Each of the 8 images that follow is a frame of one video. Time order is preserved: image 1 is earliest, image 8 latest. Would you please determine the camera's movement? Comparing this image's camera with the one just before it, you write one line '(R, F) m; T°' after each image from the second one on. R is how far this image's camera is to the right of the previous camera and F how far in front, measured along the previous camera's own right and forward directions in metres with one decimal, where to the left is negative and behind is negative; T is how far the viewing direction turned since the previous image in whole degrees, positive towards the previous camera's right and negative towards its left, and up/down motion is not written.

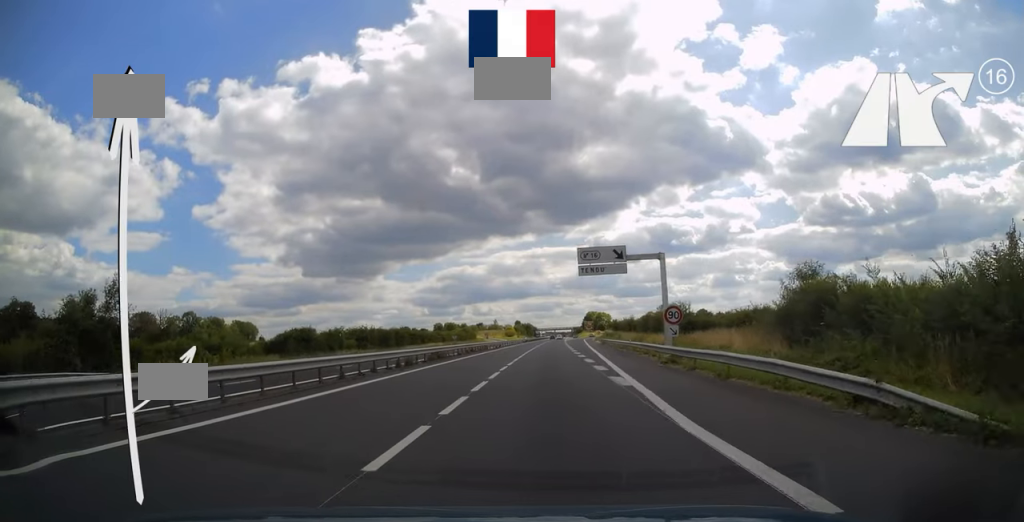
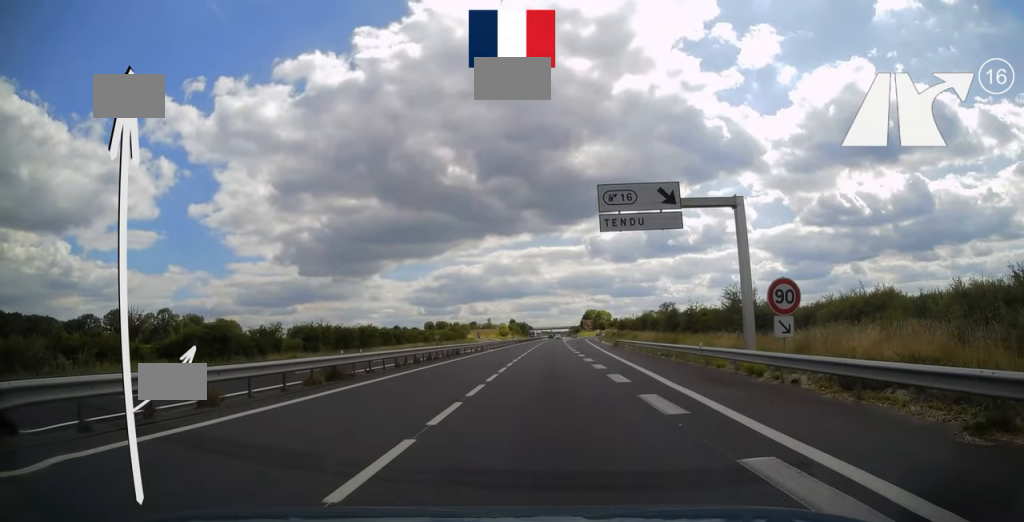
(0.0, +18.6) m; 0°
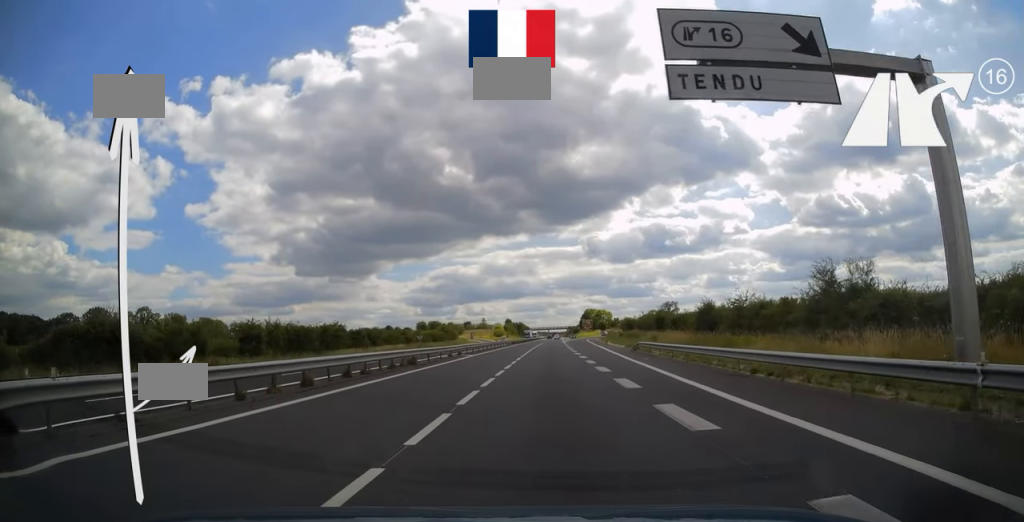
(0.0, +14.6) m; 0°
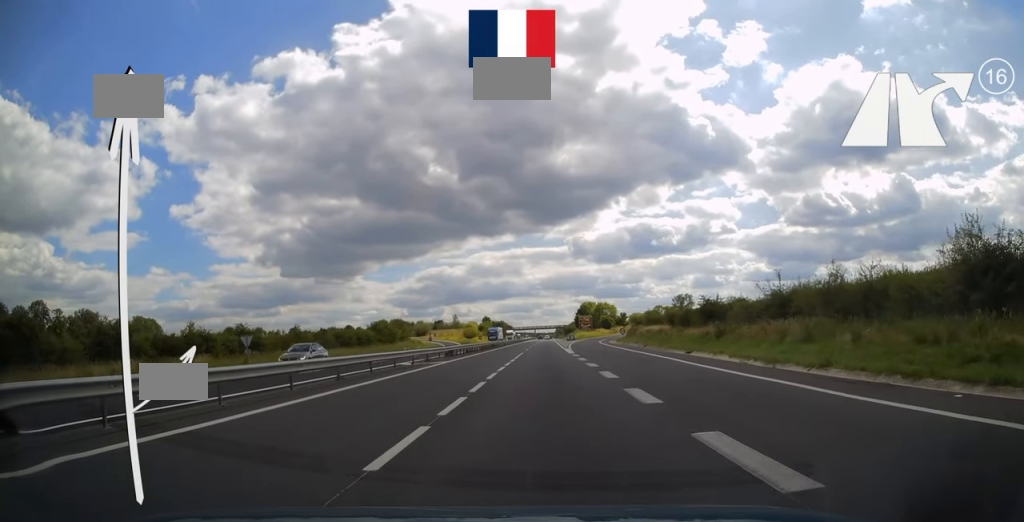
(+0.5, +61.8) m; +1°
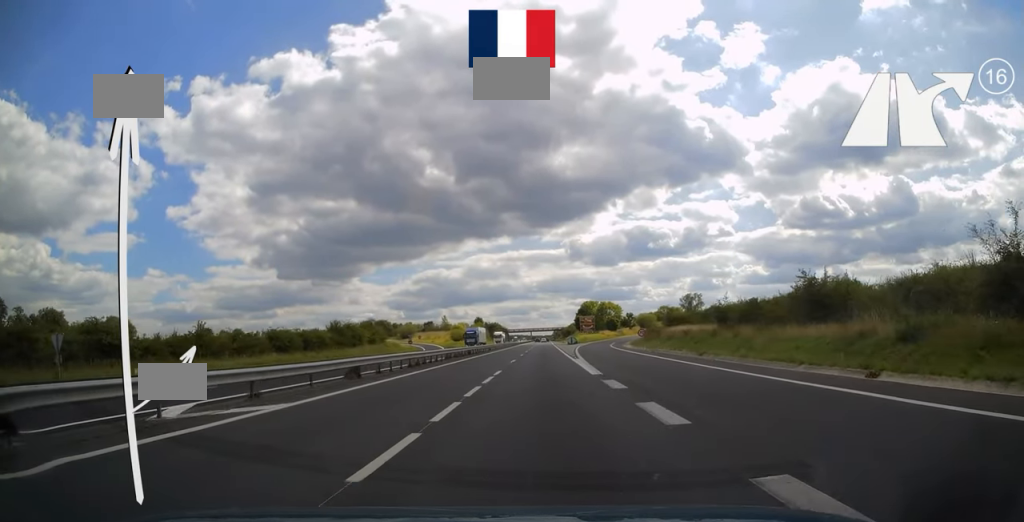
(+0.2, +22.0) m; 0°
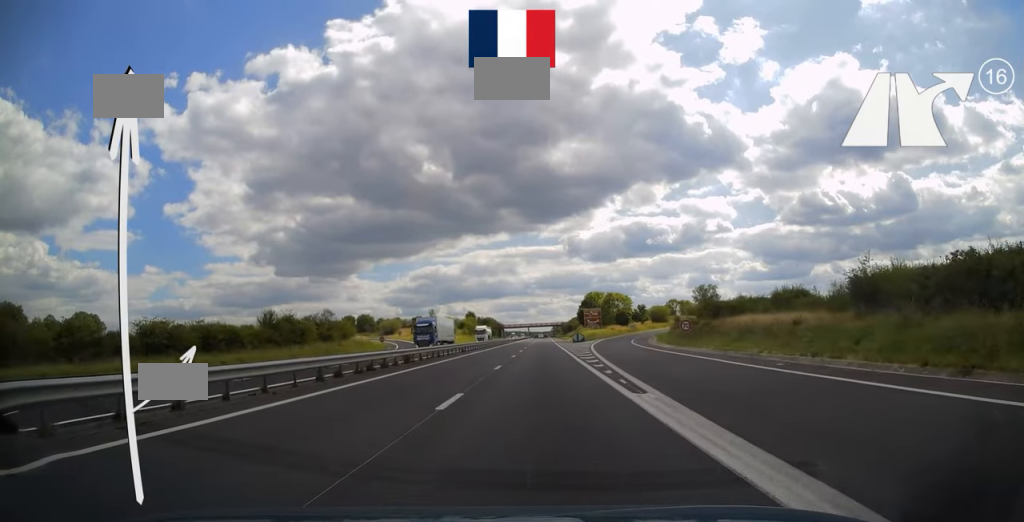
(-0.2, +25.0) m; 0°
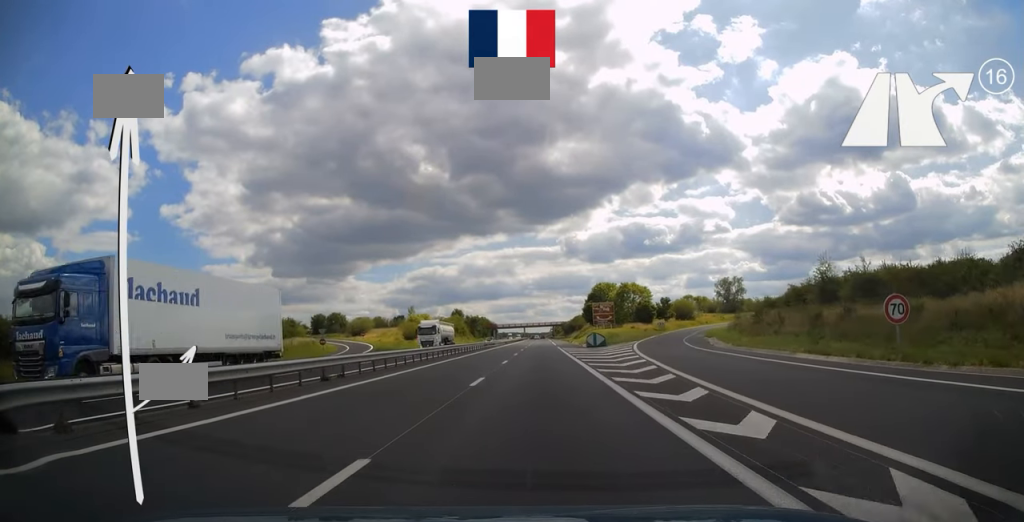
(+0.3, +33.3) m; +1°
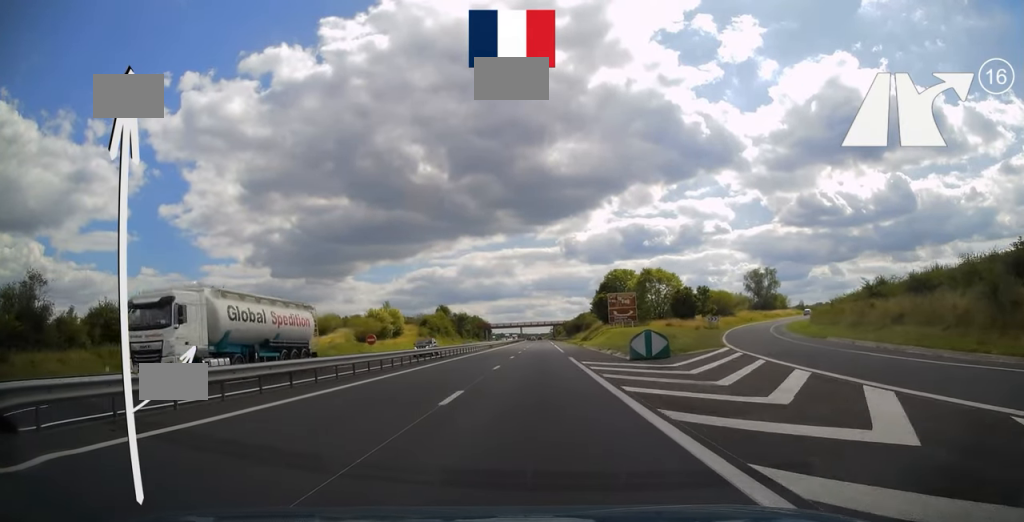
(0.0, +30.3) m; 0°
